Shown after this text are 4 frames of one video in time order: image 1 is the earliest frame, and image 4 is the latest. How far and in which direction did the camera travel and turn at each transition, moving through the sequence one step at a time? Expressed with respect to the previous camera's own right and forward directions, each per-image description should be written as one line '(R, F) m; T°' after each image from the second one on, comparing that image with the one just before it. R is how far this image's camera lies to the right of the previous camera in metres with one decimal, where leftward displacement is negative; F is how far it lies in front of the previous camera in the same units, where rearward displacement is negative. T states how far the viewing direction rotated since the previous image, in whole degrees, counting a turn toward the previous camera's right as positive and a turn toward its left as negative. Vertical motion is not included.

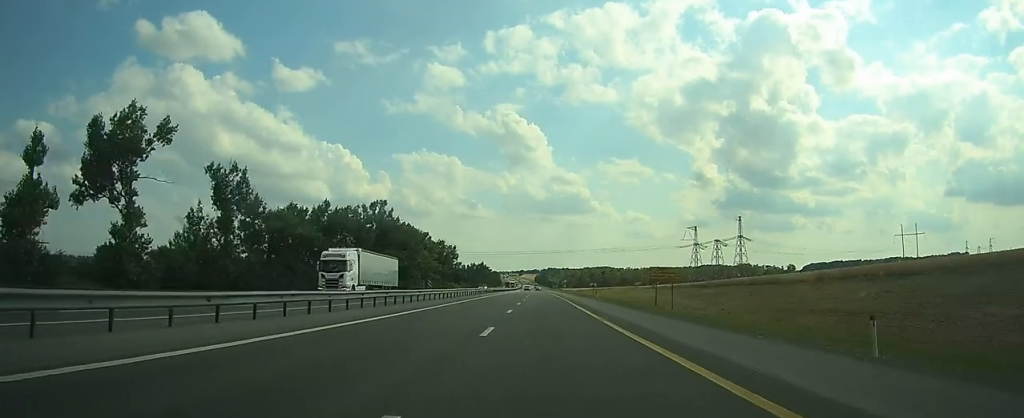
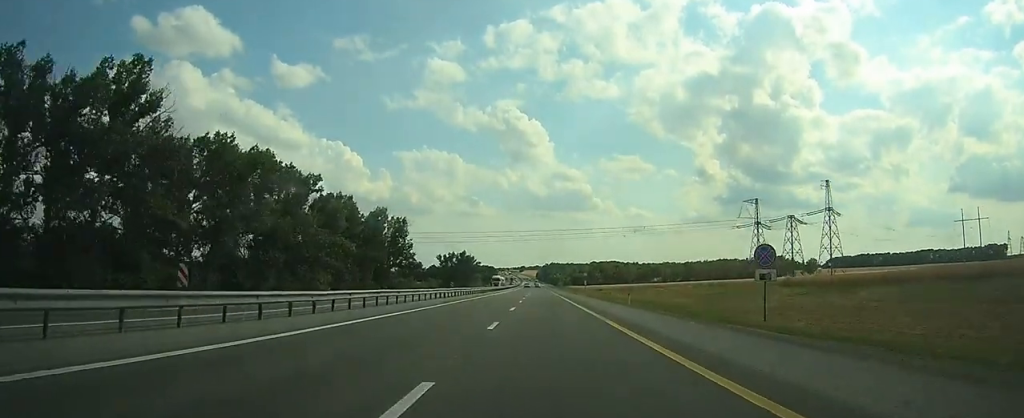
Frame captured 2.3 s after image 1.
(-0.1, +69.0) m; +1°
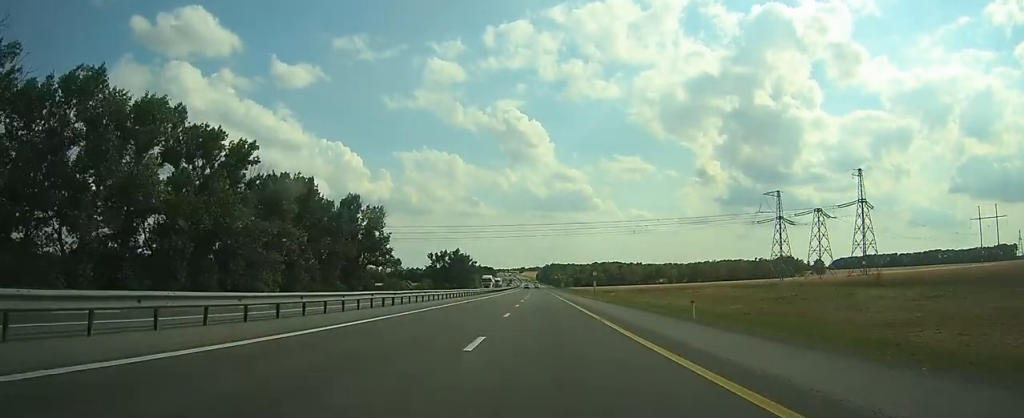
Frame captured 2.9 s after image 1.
(+0.1, +16.8) m; 0°
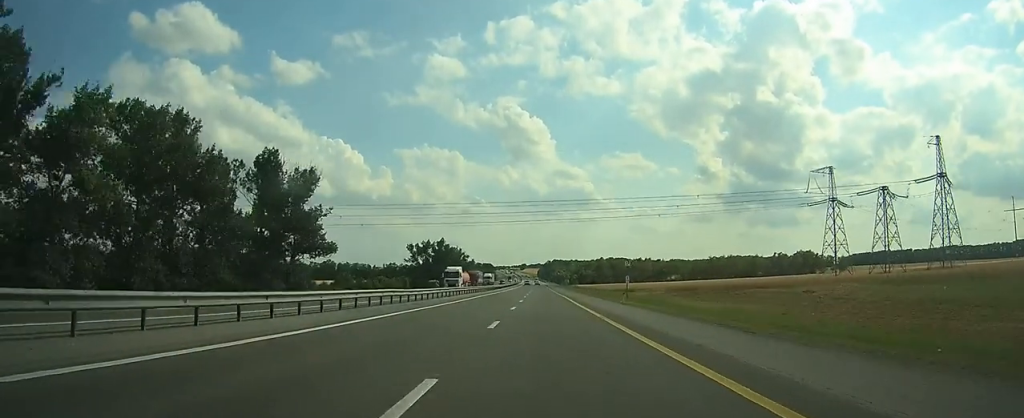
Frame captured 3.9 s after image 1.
(0.0, +30.6) m; 0°
